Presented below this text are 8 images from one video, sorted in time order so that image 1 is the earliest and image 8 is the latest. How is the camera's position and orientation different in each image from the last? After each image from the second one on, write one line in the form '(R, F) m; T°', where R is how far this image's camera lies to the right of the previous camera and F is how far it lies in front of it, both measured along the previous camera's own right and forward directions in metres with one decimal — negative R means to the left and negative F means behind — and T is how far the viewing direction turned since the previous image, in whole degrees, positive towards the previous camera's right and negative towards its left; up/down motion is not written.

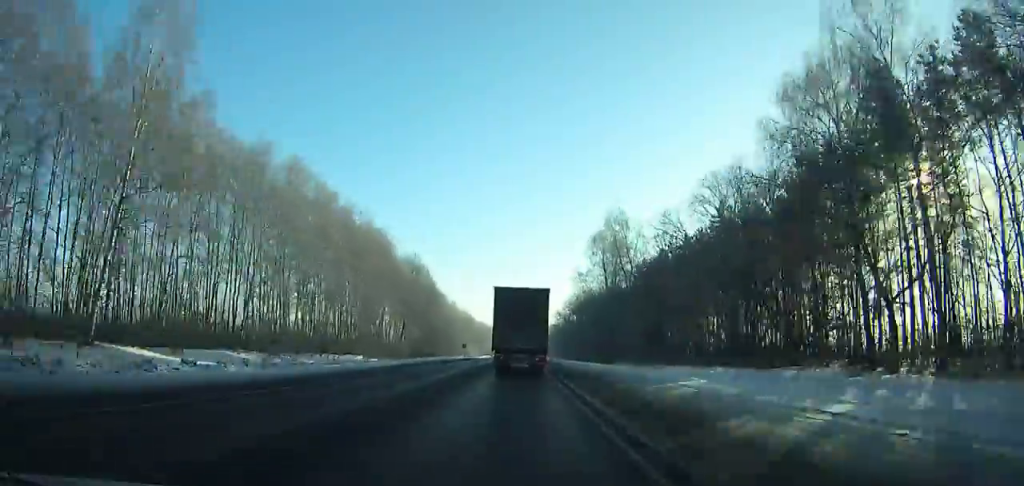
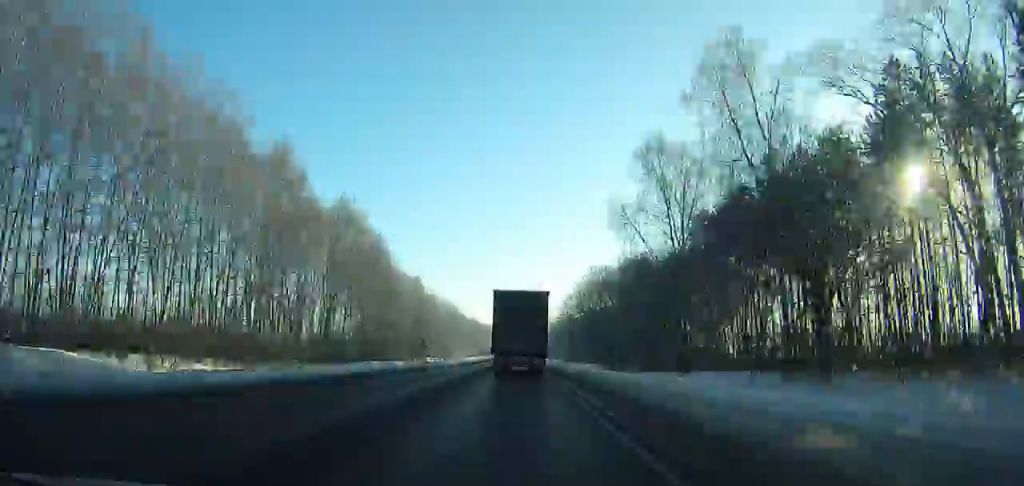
(-0.2, +46.5) m; 0°
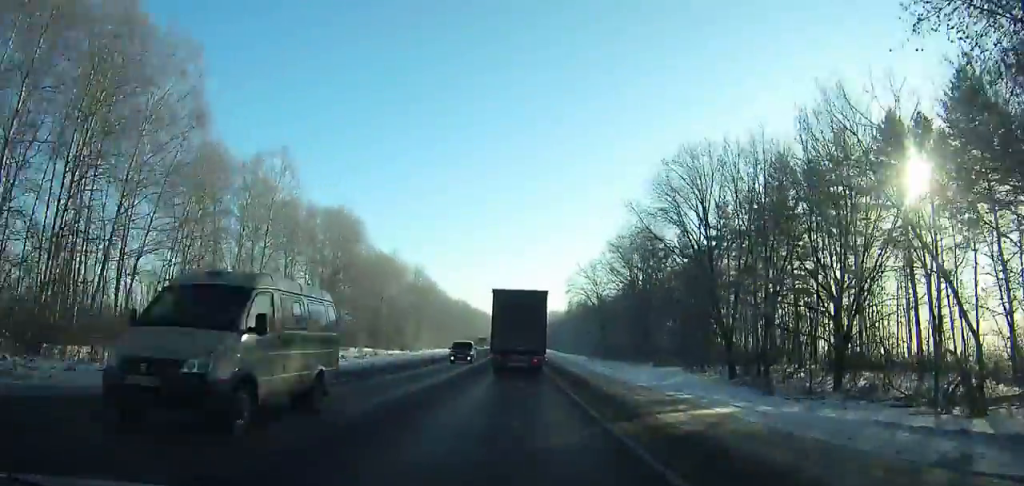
(+0.3, +65.4) m; 0°
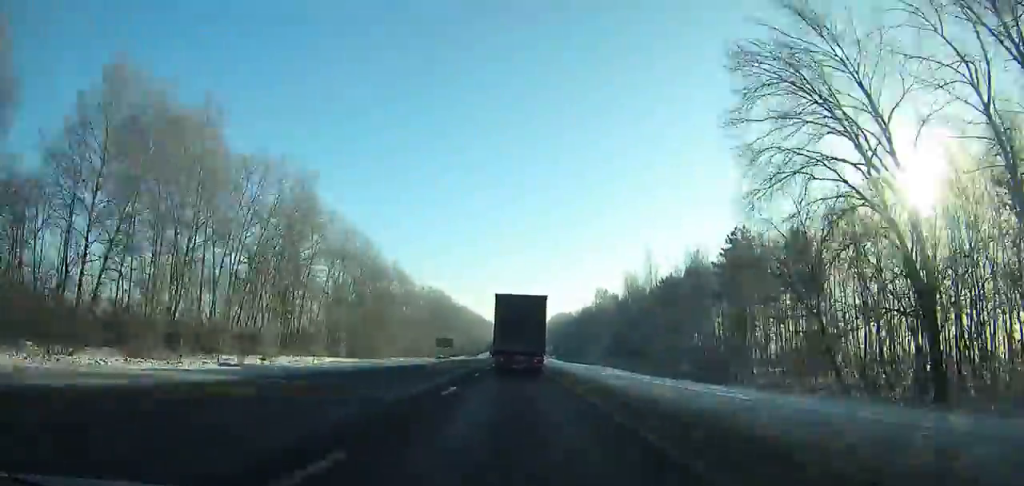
(+0.2, +88.8) m; 0°
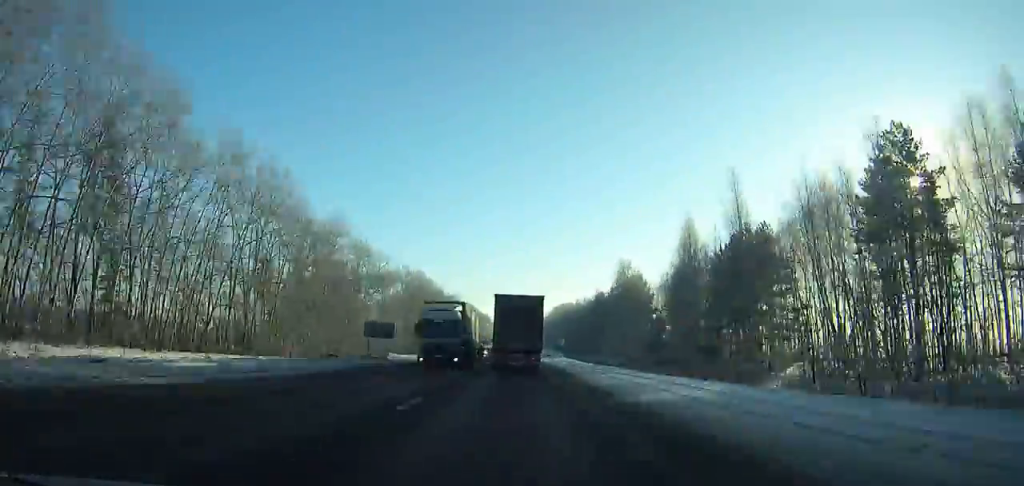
(0.0, +40.4) m; 0°
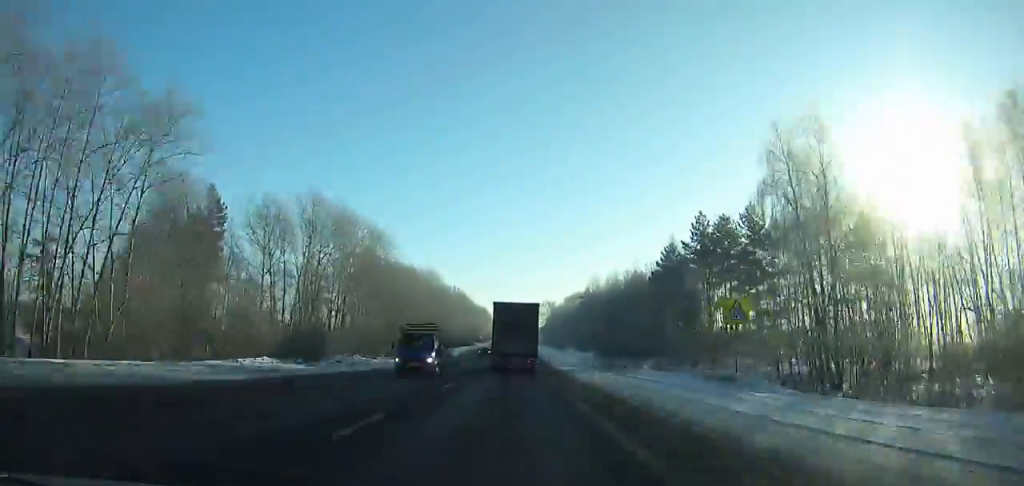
(-0.2, +75.1) m; 0°
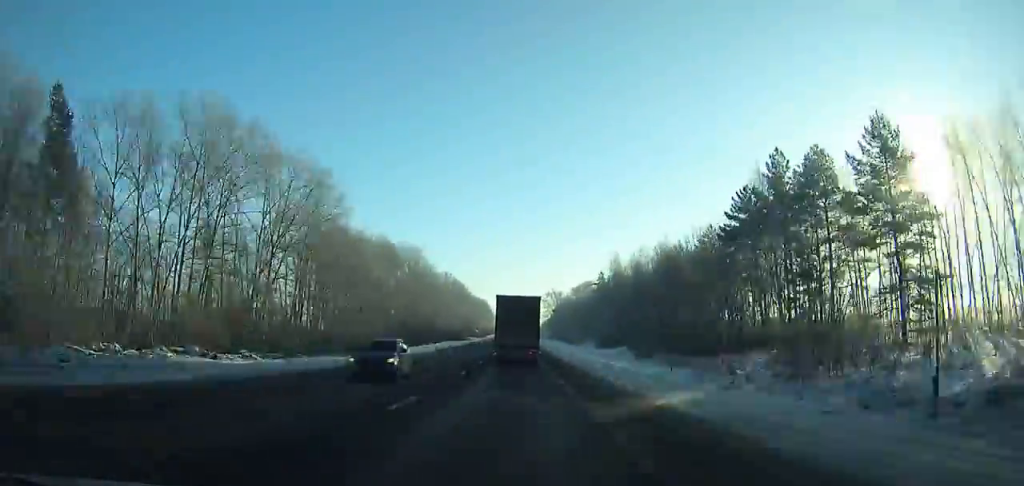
(-0.1, +32.3) m; 0°
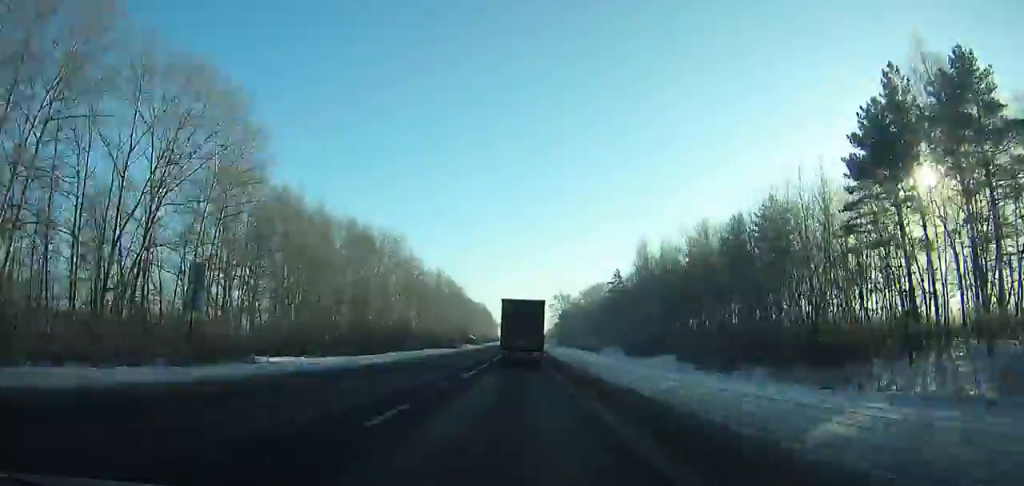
(+0.1, +25.9) m; 0°
